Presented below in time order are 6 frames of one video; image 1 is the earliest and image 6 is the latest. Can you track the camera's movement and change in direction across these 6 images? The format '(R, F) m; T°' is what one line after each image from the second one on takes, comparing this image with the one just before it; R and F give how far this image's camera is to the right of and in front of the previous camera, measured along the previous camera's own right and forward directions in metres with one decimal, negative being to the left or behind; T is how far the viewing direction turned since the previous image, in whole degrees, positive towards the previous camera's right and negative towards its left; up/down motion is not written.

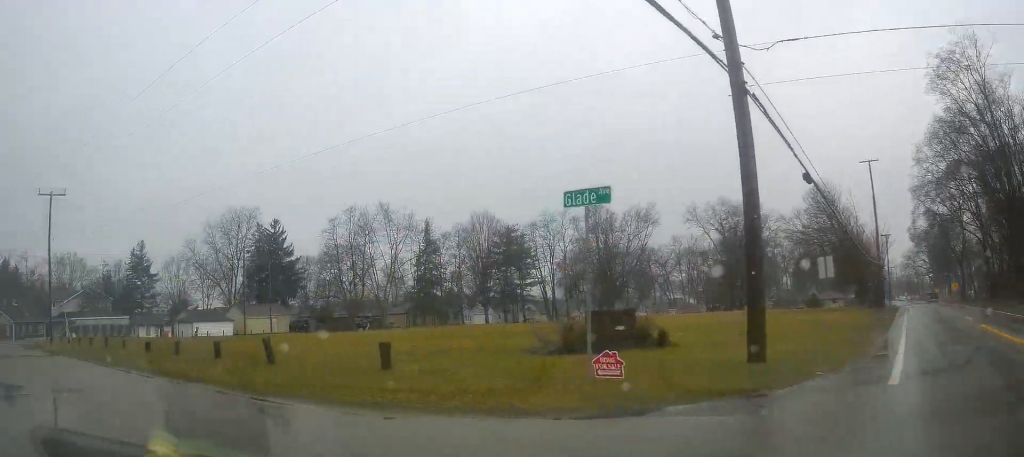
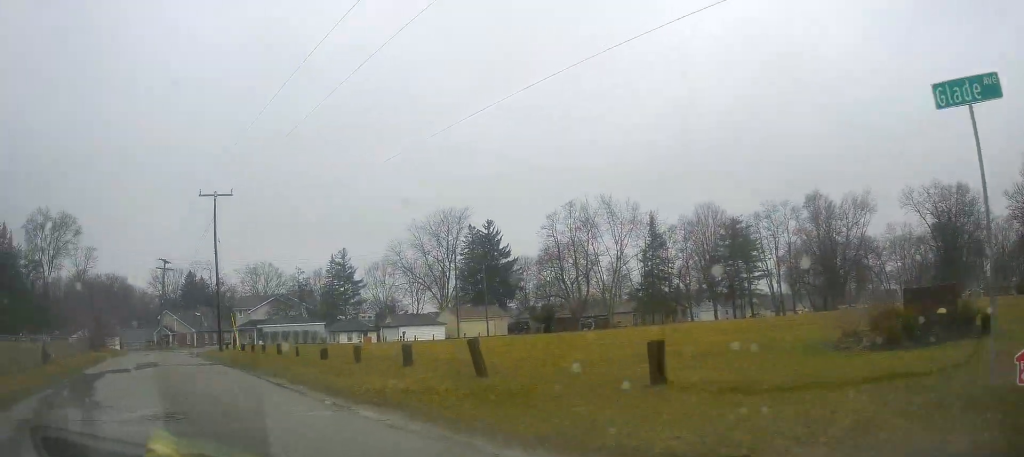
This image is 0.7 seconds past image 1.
(-1.3, +4.1) m; -24°
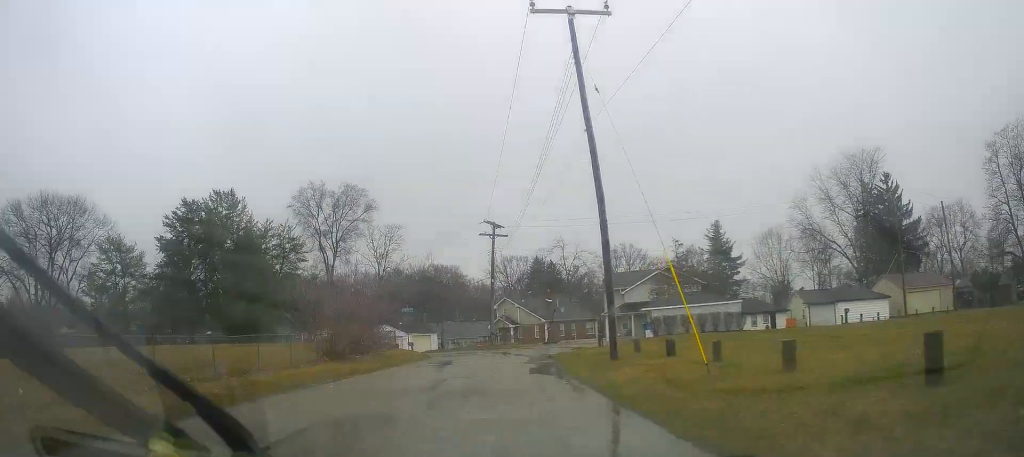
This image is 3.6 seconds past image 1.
(-10.4, +19.5) m; -35°
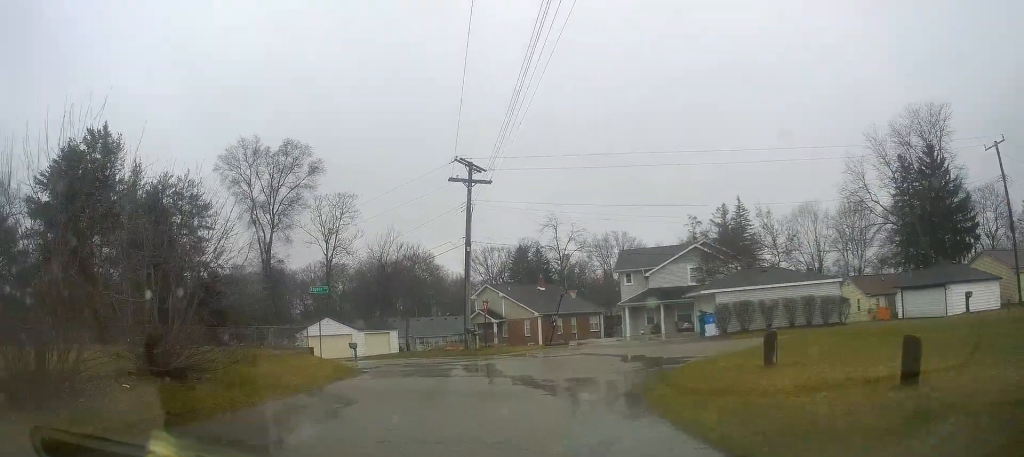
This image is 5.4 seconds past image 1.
(+0.5, +17.5) m; +3°
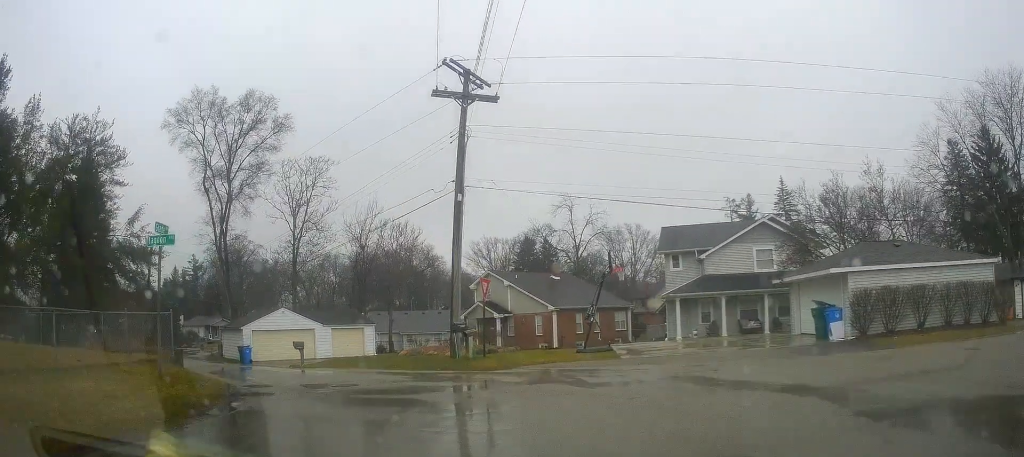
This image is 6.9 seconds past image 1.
(-0.8, +13.0) m; -4°
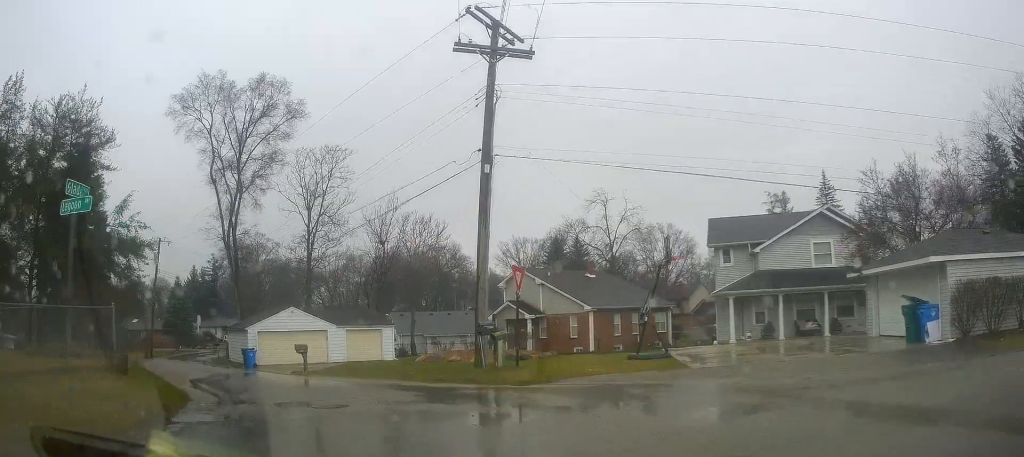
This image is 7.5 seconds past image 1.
(0.0, +4.2) m; -2°
